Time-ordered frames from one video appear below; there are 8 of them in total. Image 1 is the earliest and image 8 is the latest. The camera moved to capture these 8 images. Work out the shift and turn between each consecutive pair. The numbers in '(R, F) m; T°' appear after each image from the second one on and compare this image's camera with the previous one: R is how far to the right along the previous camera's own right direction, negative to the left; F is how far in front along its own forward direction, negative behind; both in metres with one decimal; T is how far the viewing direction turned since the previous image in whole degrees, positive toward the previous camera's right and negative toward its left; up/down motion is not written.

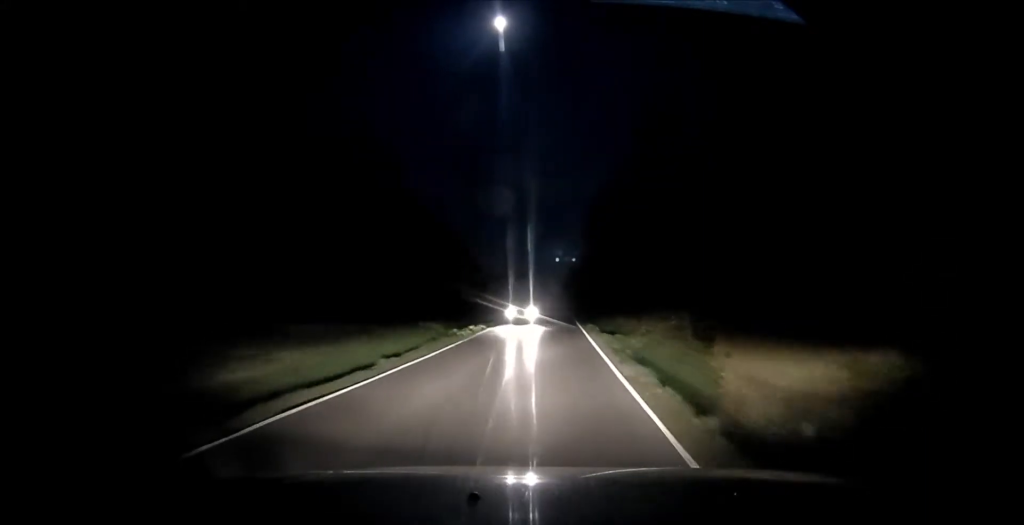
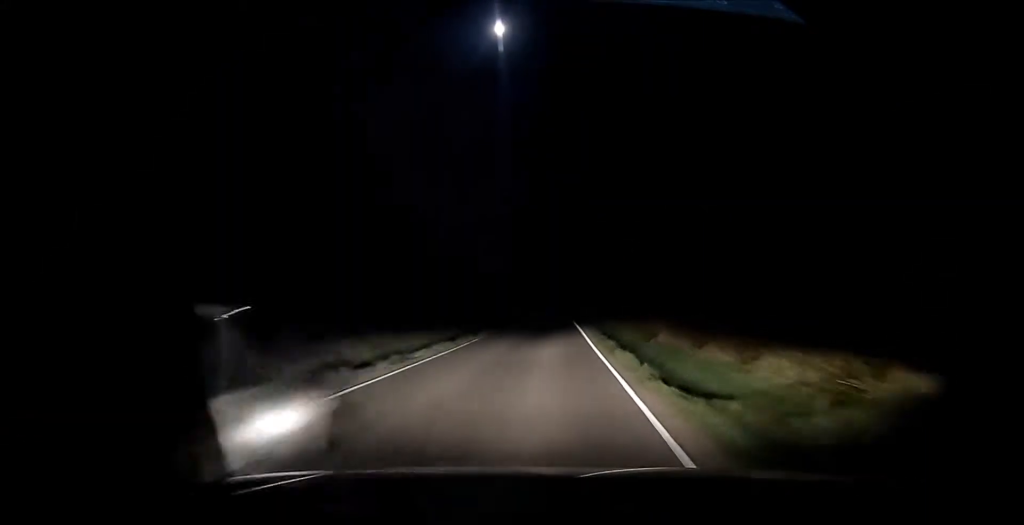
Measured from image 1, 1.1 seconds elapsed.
(+0.2, +17.7) m; 0°
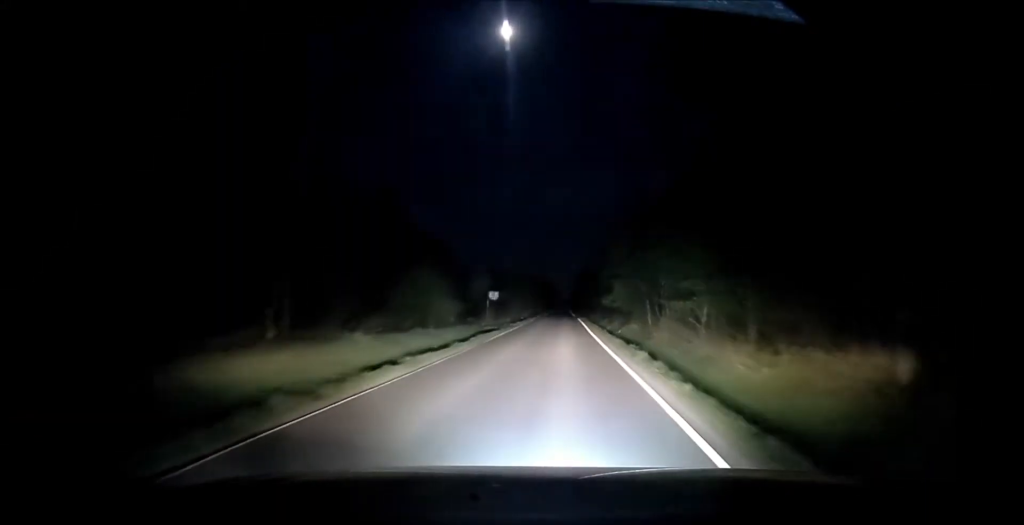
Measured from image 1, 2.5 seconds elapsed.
(-0.2, +20.8) m; -1°
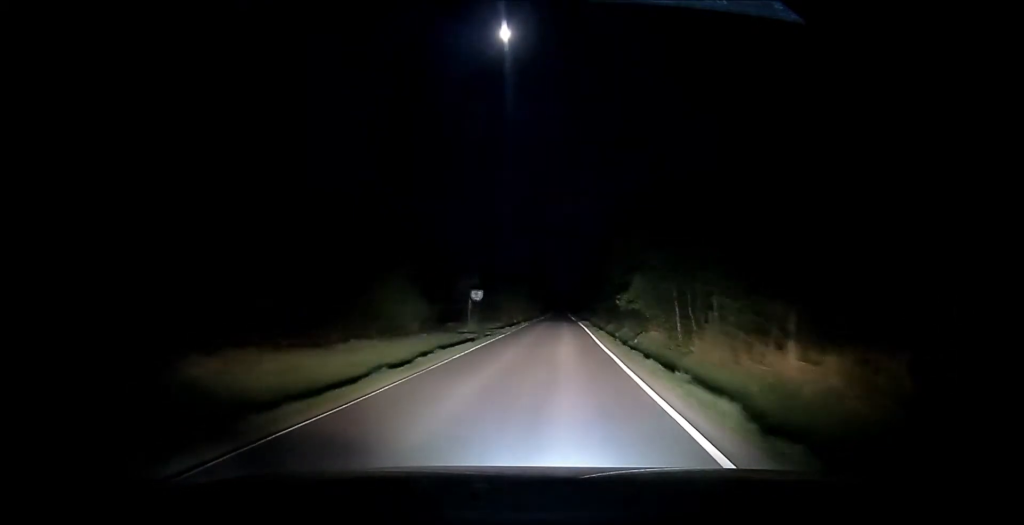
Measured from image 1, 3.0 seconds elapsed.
(0.0, +9.0) m; 0°
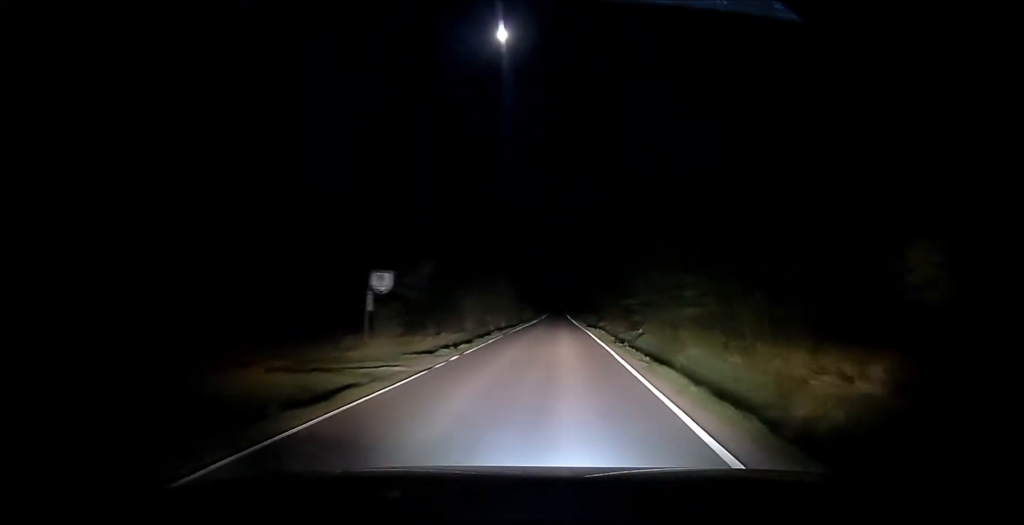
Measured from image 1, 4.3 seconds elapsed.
(-0.2, +20.8) m; 0°
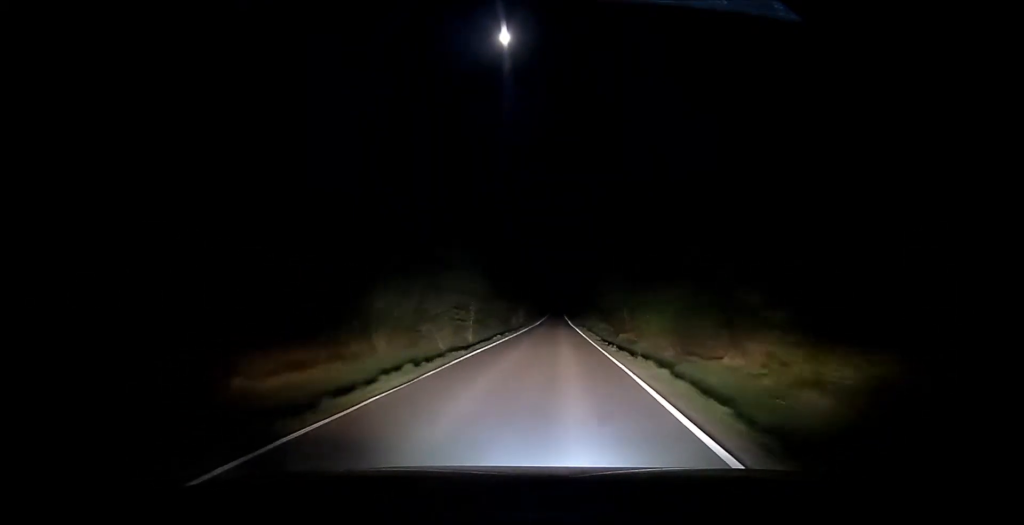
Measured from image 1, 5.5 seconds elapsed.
(+0.1, +19.1) m; +1°
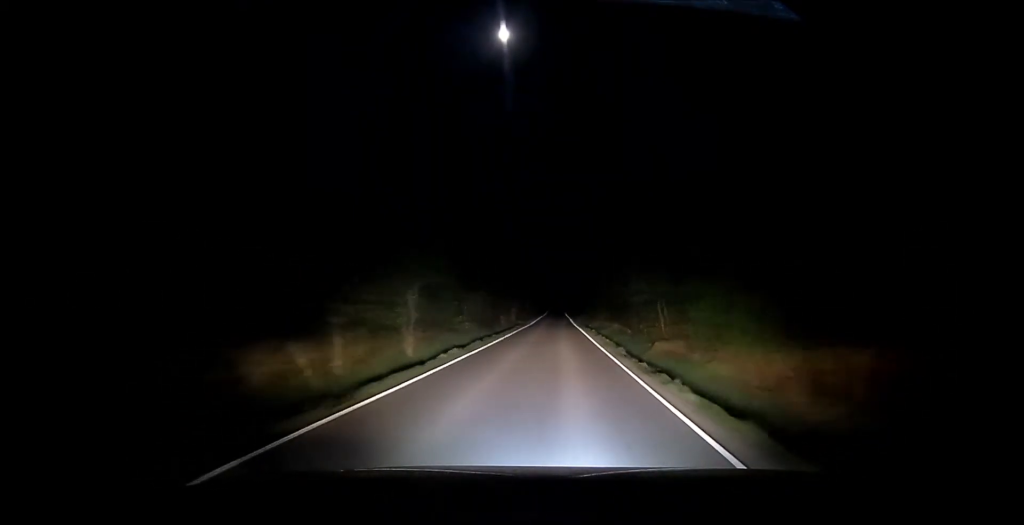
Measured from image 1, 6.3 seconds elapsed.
(+0.1, +13.8) m; 0°
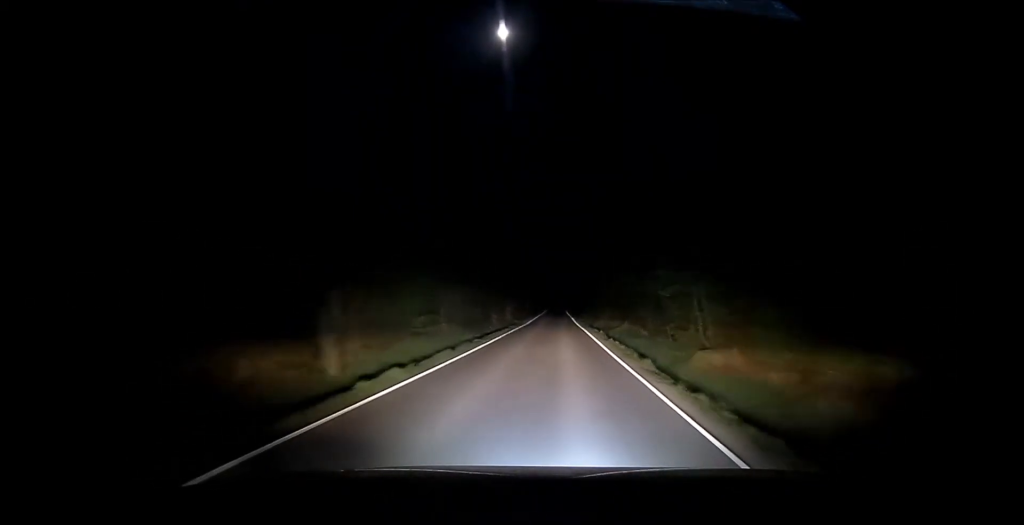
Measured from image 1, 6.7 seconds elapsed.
(0.0, +7.2) m; 0°
